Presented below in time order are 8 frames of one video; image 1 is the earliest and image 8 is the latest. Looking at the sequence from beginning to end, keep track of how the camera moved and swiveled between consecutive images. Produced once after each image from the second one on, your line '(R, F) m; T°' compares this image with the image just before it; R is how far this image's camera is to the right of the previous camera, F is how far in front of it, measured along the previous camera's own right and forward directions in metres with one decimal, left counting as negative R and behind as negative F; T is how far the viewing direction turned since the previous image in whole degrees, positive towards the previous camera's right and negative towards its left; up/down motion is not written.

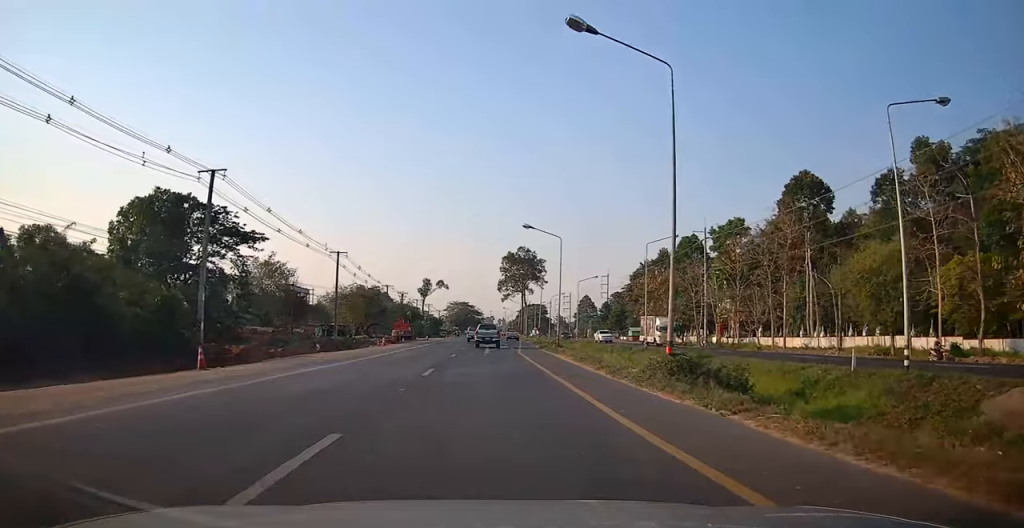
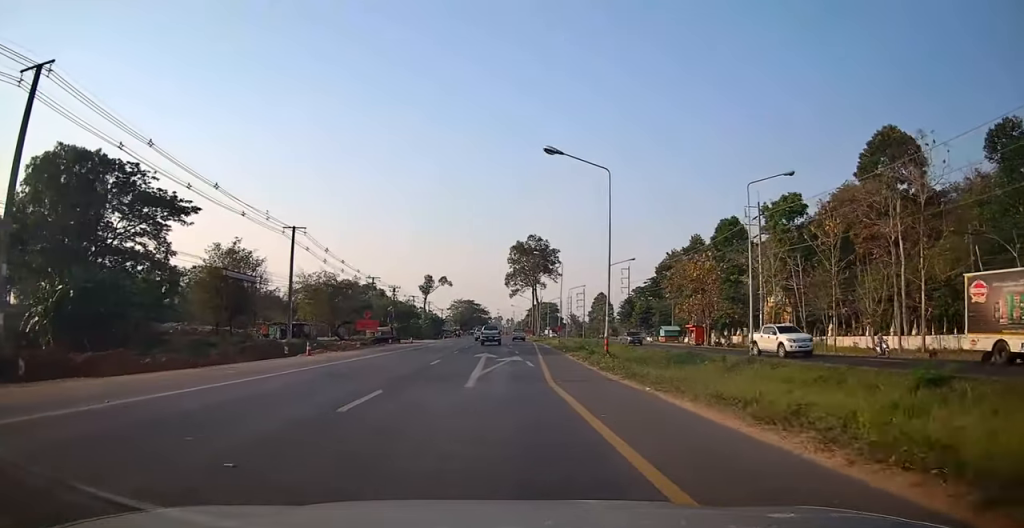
(-0.7, +19.0) m; -4°
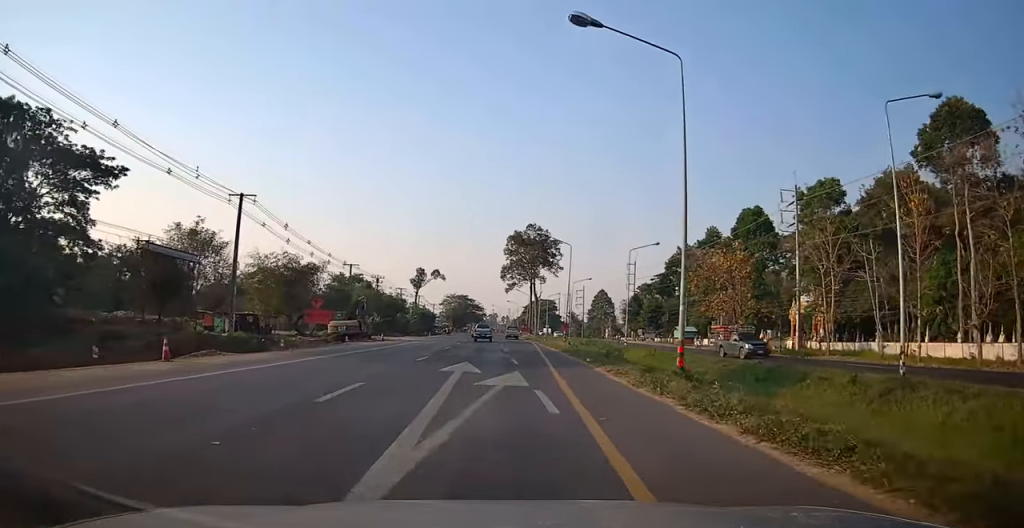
(-0.3, +11.8) m; 0°
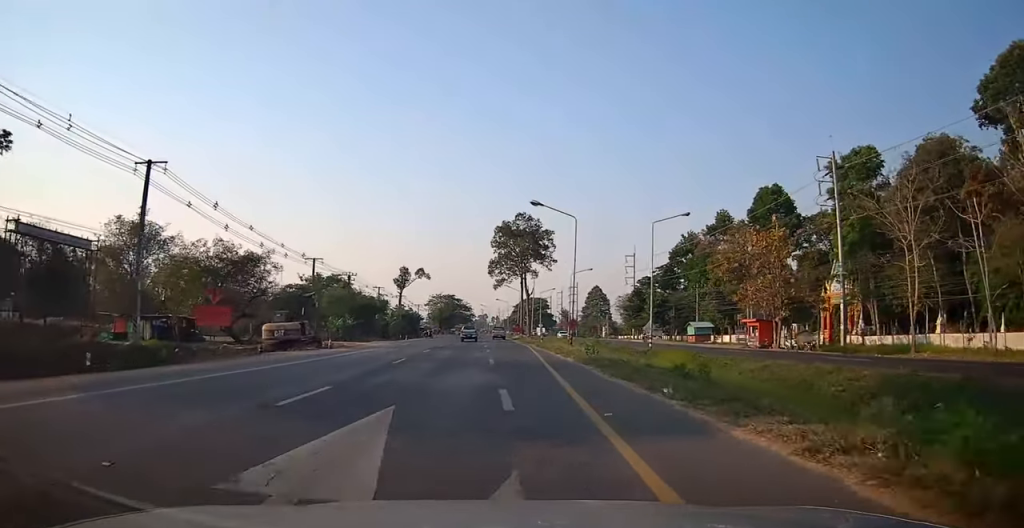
(+0.1, +12.0) m; +2°
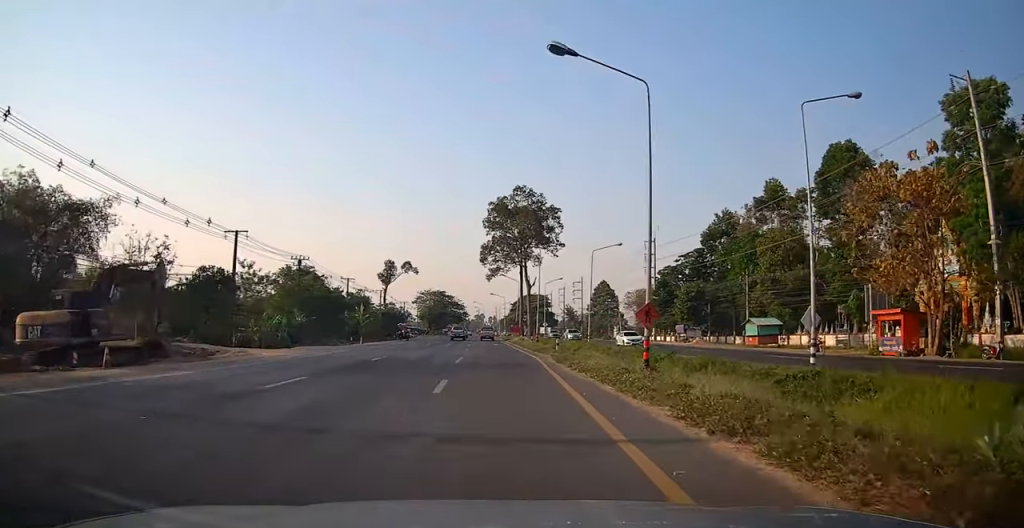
(0.0, +21.5) m; 0°
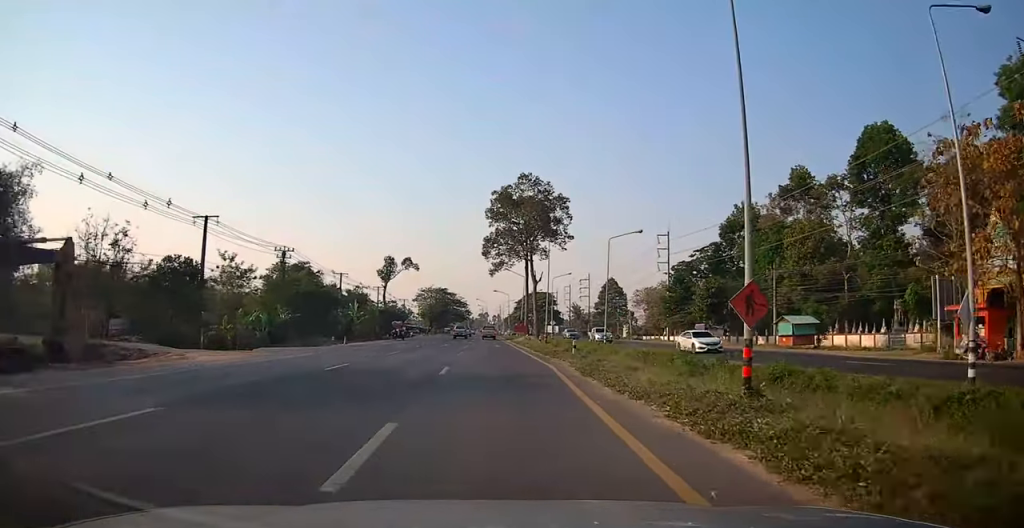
(-0.1, +6.7) m; 0°
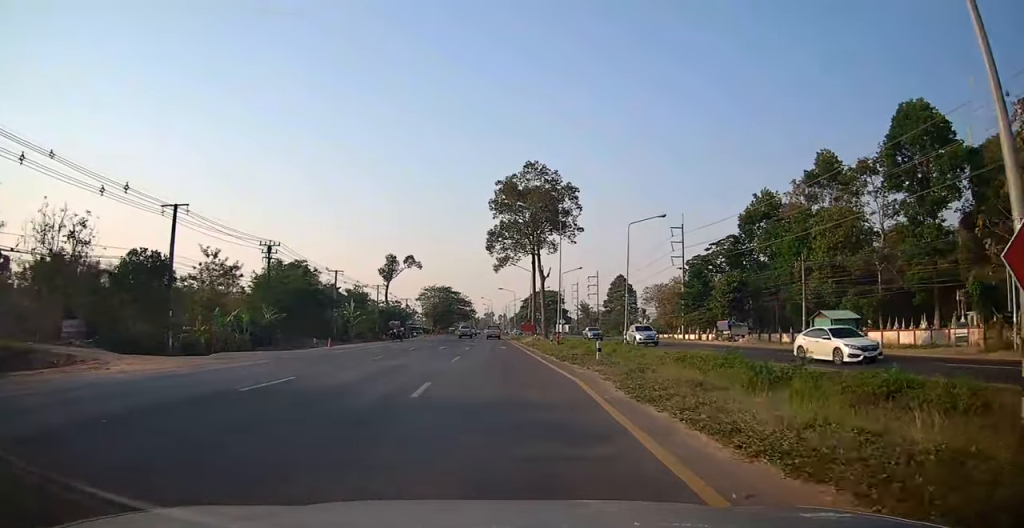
(+0.3, +5.7) m; 0°
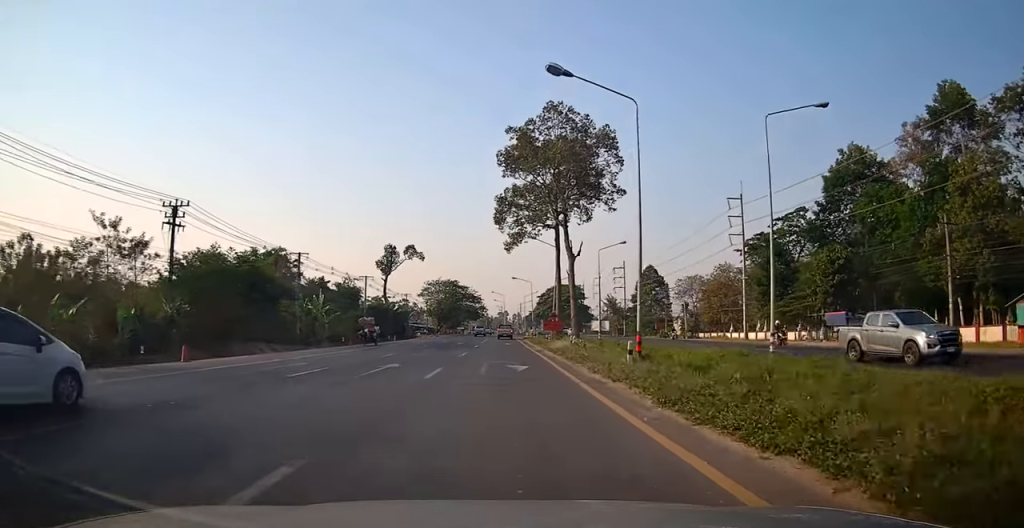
(-0.4, +20.9) m; 0°
